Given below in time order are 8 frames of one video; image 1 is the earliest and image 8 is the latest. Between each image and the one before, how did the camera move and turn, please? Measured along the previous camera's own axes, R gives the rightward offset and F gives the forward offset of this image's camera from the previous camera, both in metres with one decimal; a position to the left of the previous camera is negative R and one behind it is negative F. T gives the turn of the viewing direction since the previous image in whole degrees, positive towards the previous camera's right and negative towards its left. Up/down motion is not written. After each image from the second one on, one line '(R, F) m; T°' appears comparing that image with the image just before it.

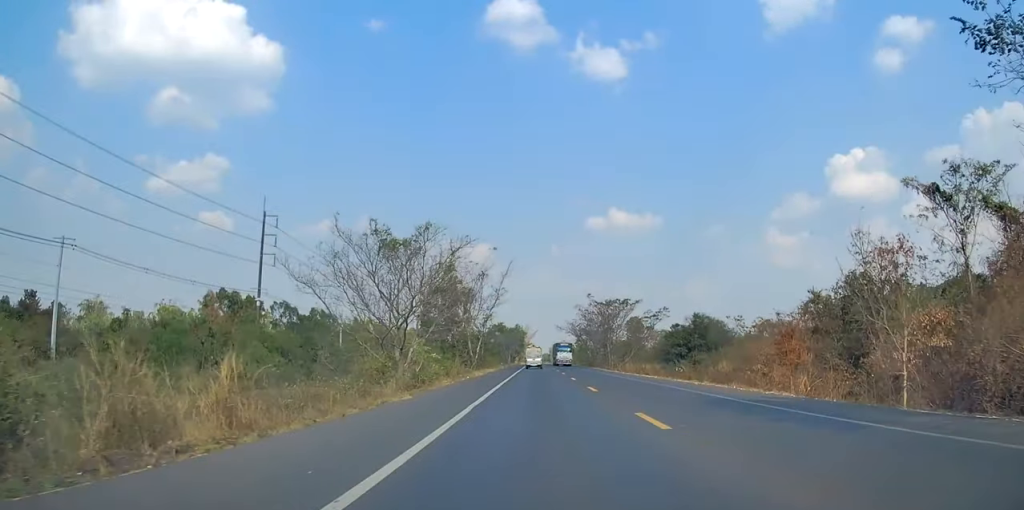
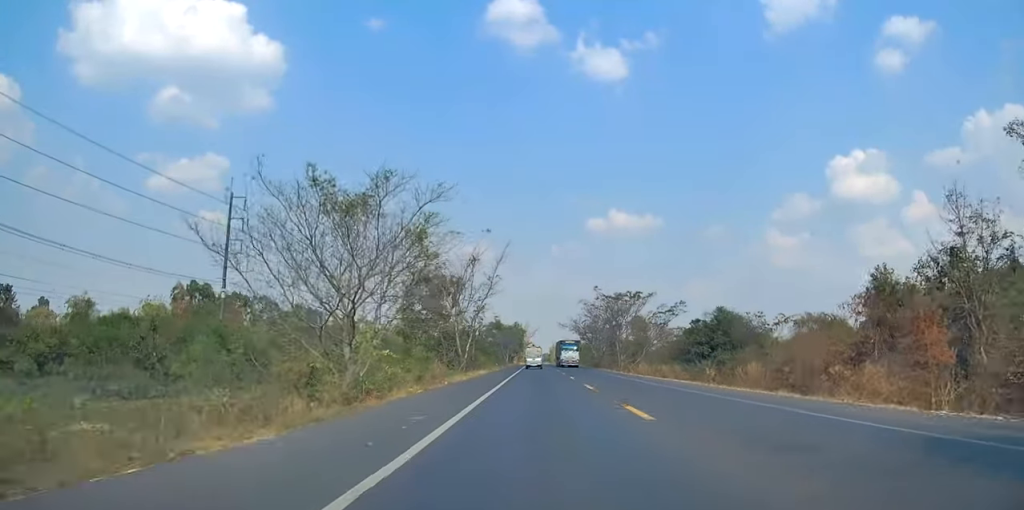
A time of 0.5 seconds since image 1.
(0.0, +10.5) m; 0°
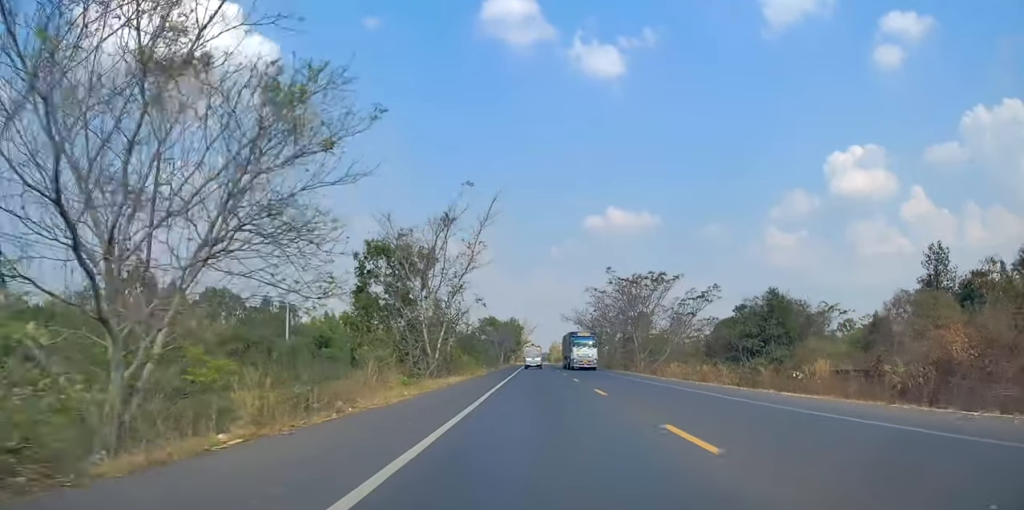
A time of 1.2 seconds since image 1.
(0.0, +16.8) m; 0°
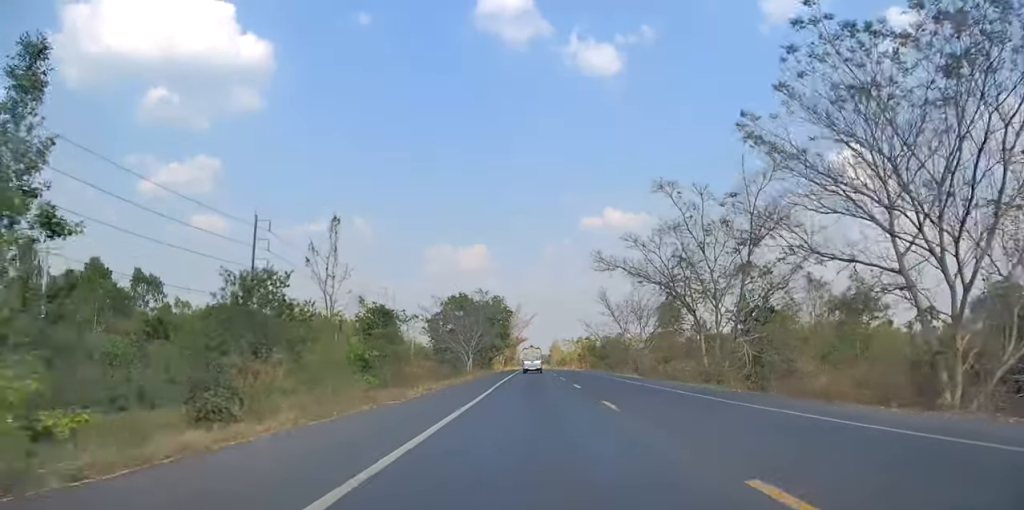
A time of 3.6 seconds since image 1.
(-0.1, +52.6) m; 0°
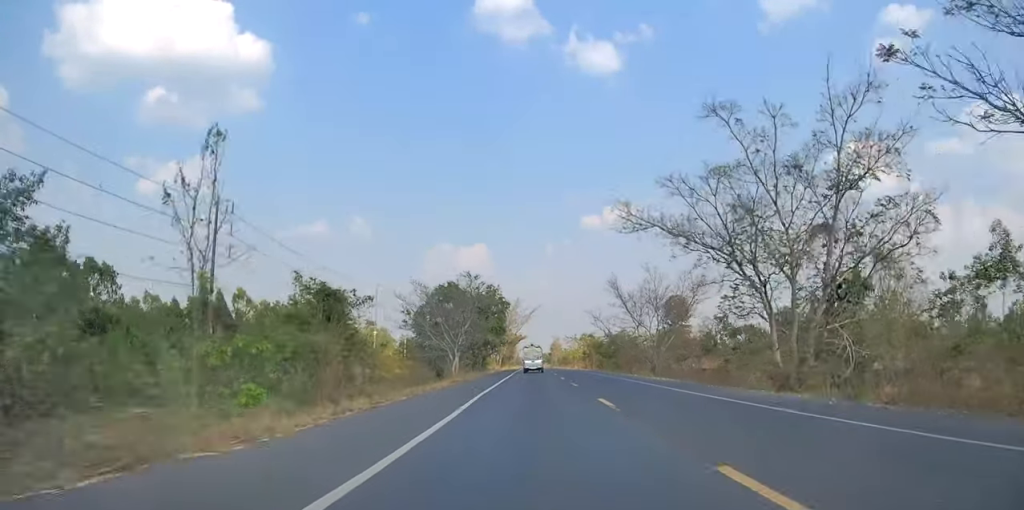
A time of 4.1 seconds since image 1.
(0.0, +11.2) m; 0°
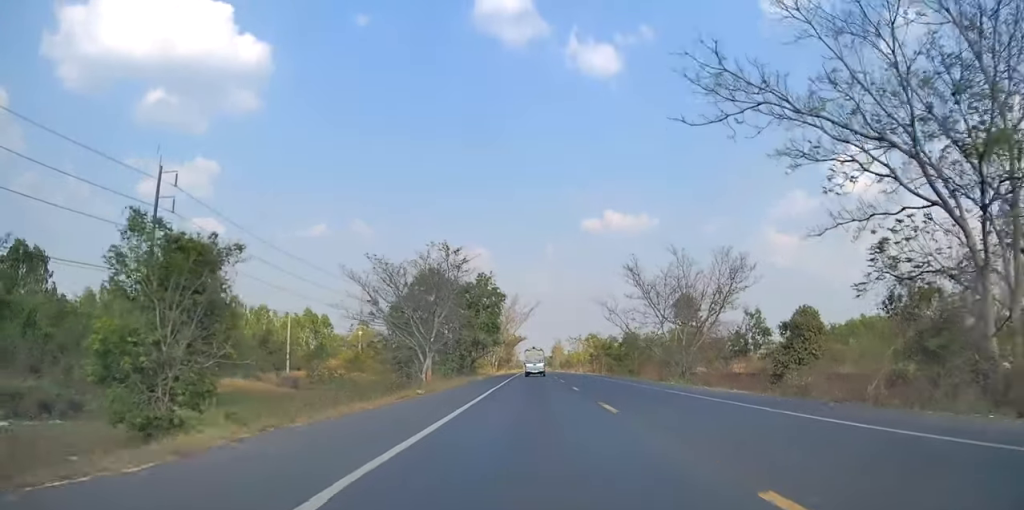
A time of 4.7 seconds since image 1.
(+0.1, +13.9) m; 0°
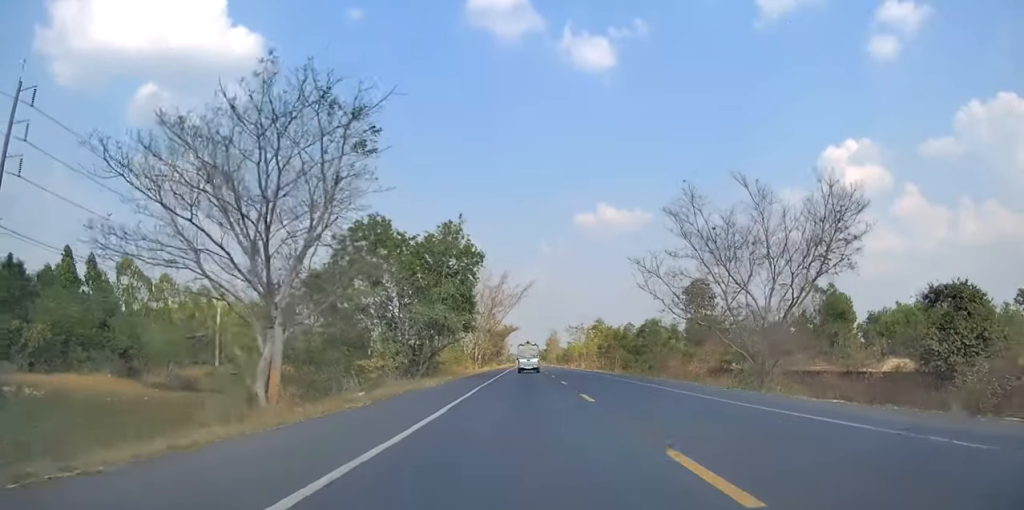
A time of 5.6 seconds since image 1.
(0.0, +20.5) m; -1°
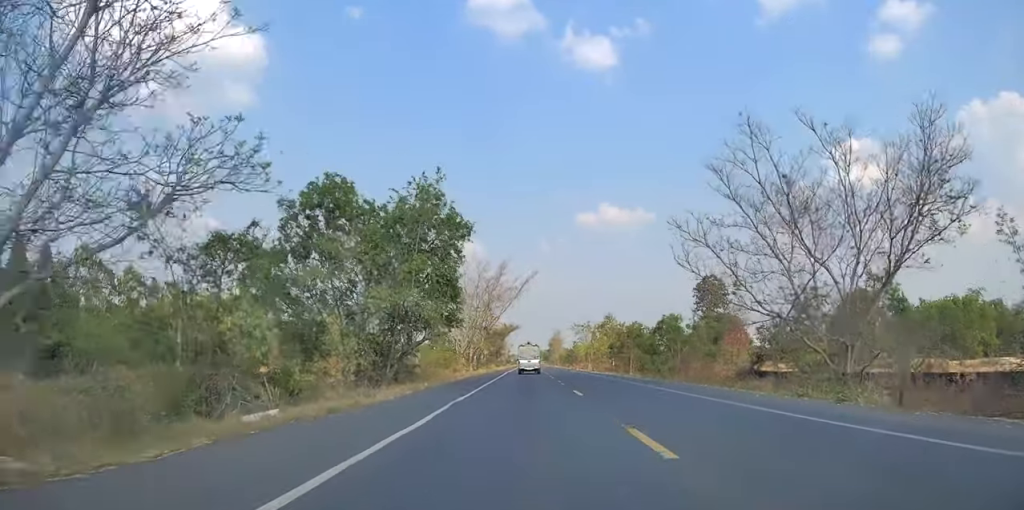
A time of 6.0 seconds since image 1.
(0.0, +9.6) m; -1°
